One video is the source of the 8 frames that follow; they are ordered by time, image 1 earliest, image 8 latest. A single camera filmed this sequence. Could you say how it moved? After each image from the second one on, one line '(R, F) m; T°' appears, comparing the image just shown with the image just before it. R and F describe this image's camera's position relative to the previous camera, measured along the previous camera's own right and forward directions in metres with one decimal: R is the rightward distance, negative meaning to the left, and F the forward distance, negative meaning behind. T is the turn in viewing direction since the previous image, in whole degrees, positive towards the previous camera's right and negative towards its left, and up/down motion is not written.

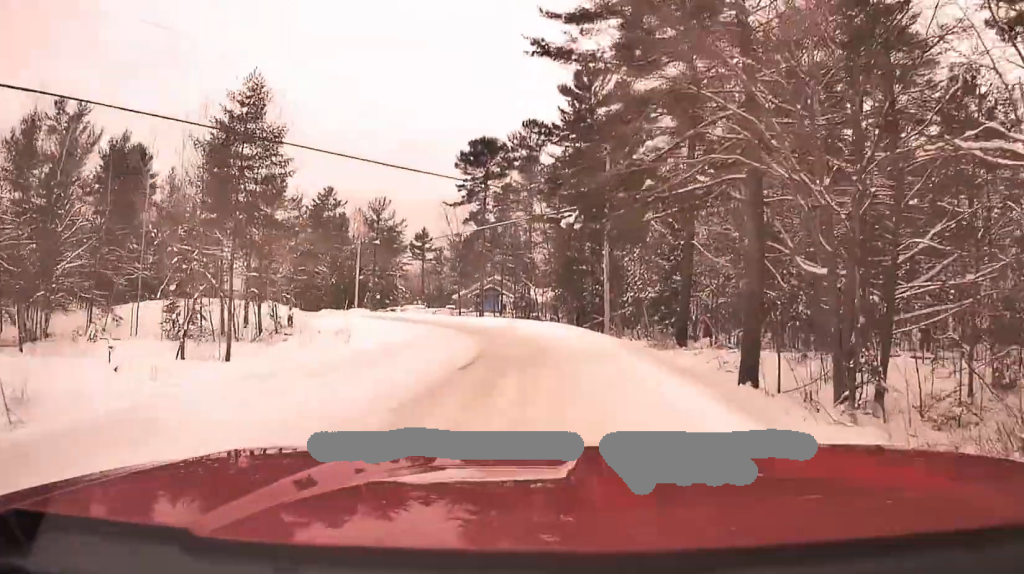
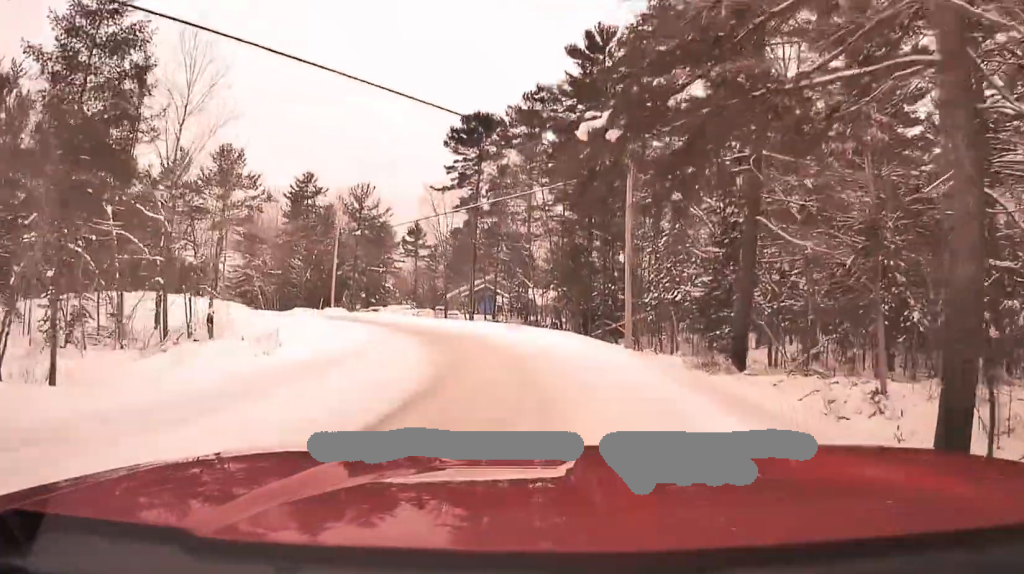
(+0.4, +9.9) m; 0°
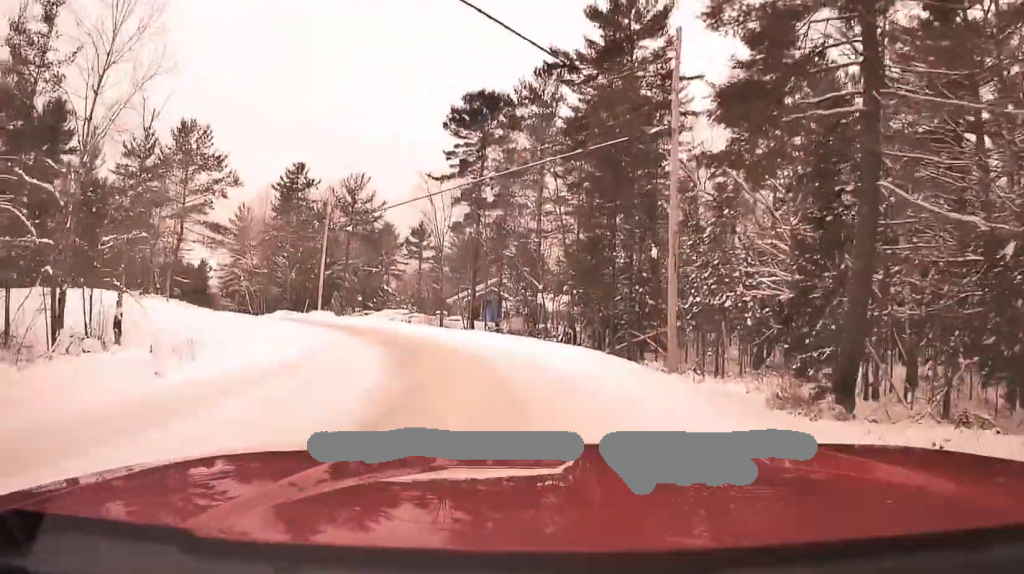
(-0.3, +8.3) m; -1°
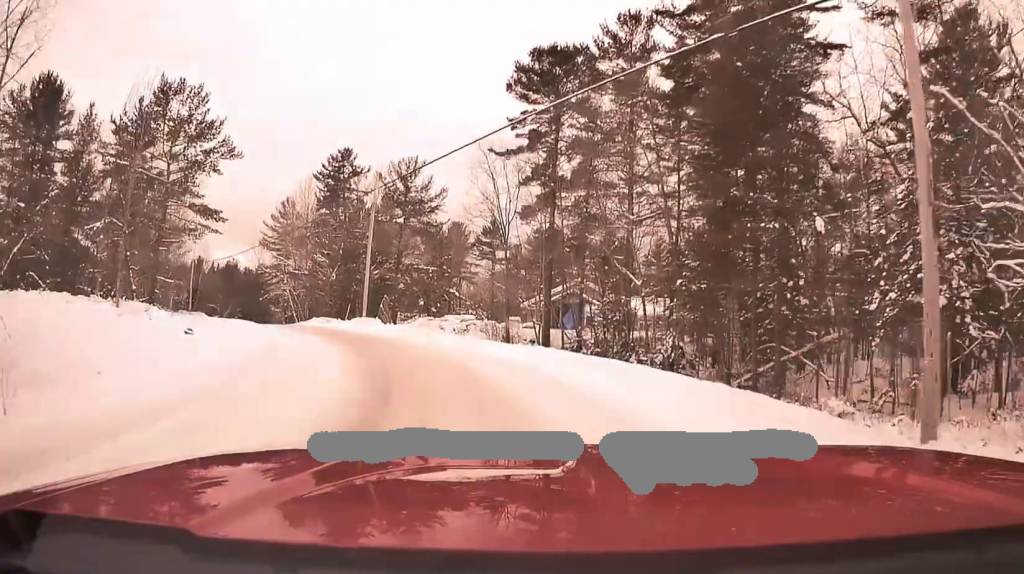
(0.0, +11.6) m; -4°
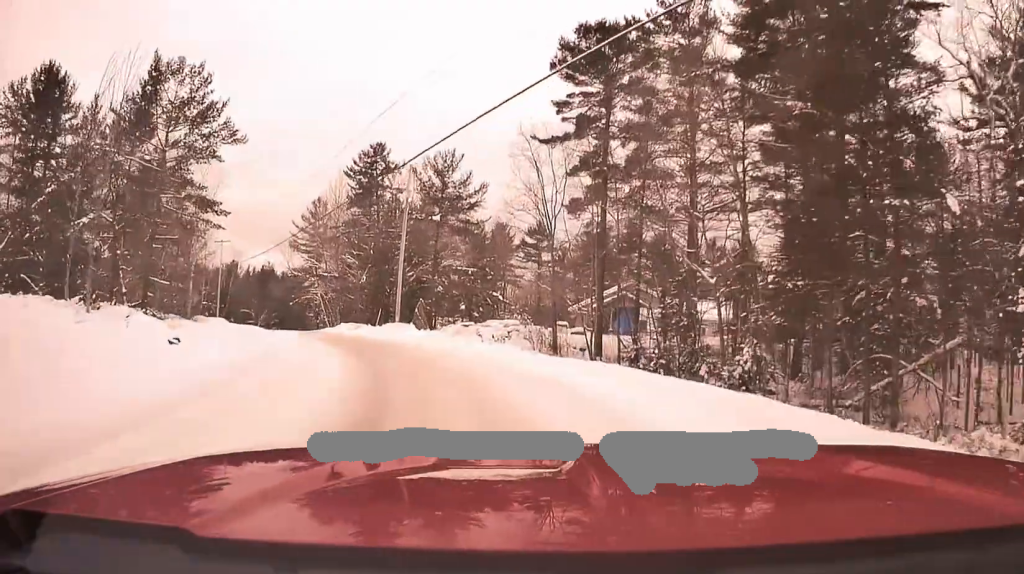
(-0.3, +4.9) m; -3°
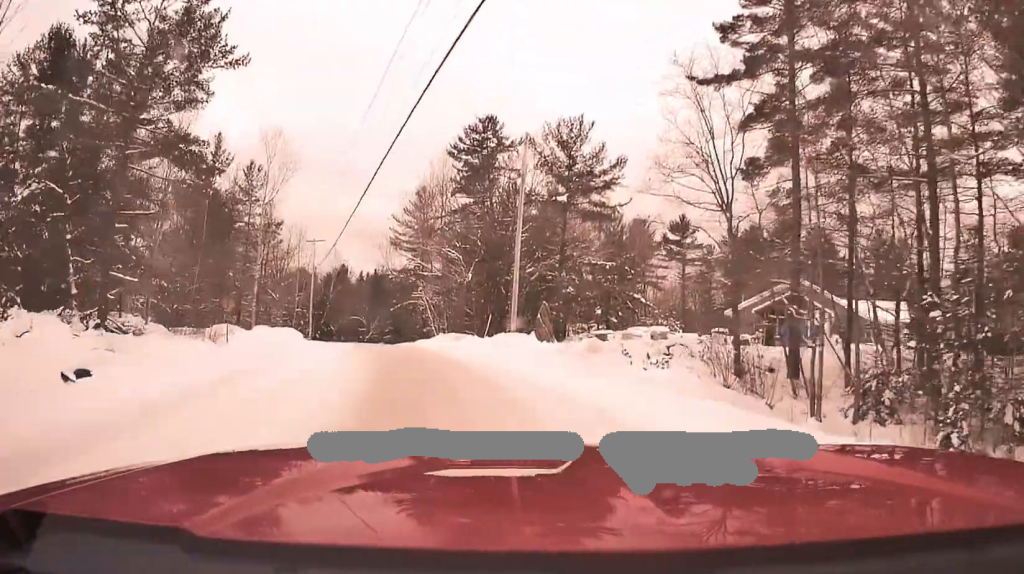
(-1.0, +12.2) m; -10°
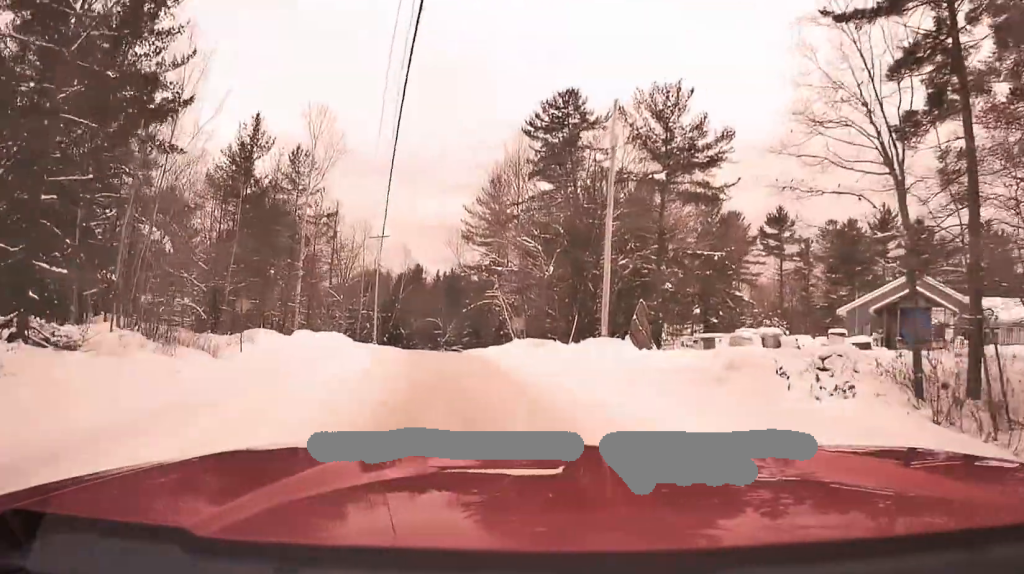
(-0.4, +7.4) m; -6°
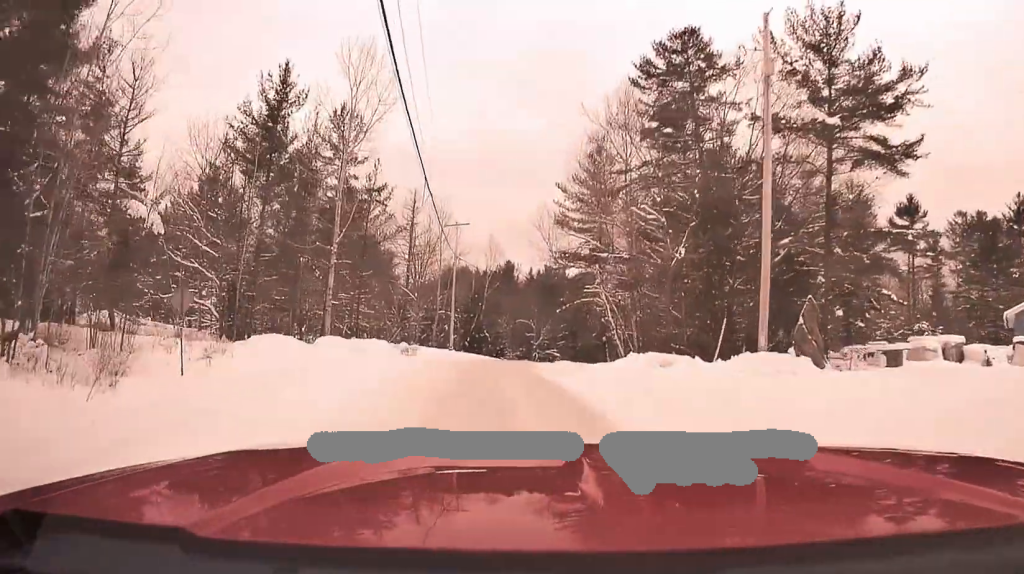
(-1.0, +11.5) m; -7°
